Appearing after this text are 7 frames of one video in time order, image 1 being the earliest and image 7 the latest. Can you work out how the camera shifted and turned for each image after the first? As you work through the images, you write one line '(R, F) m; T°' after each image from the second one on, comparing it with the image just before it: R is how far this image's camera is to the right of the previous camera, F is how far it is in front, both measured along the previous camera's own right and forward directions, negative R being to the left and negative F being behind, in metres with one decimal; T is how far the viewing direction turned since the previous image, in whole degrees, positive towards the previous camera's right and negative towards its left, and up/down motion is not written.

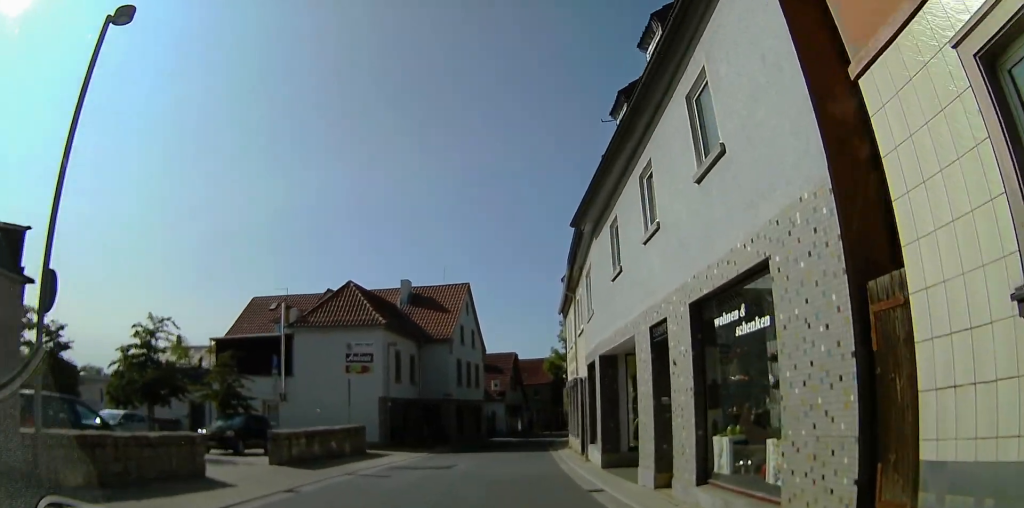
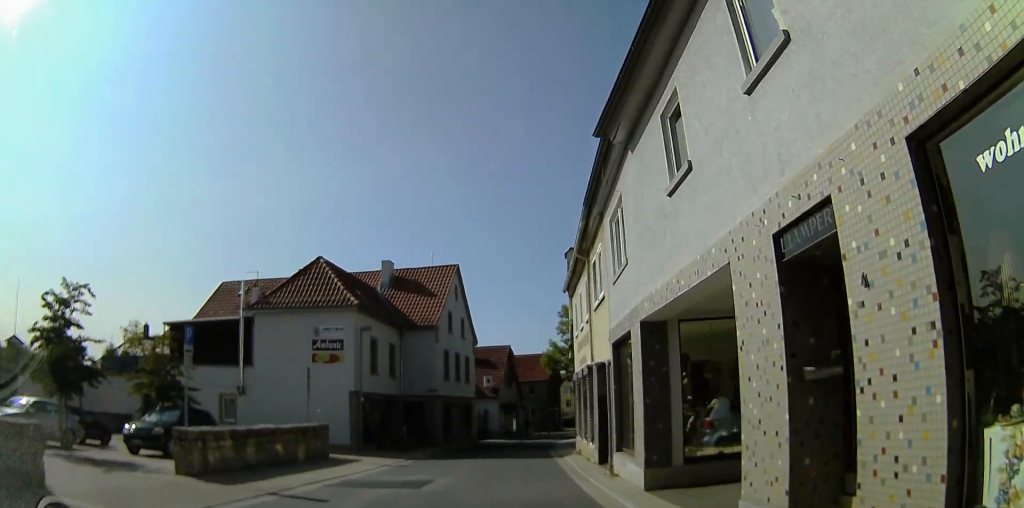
(0.0, +5.4) m; 0°
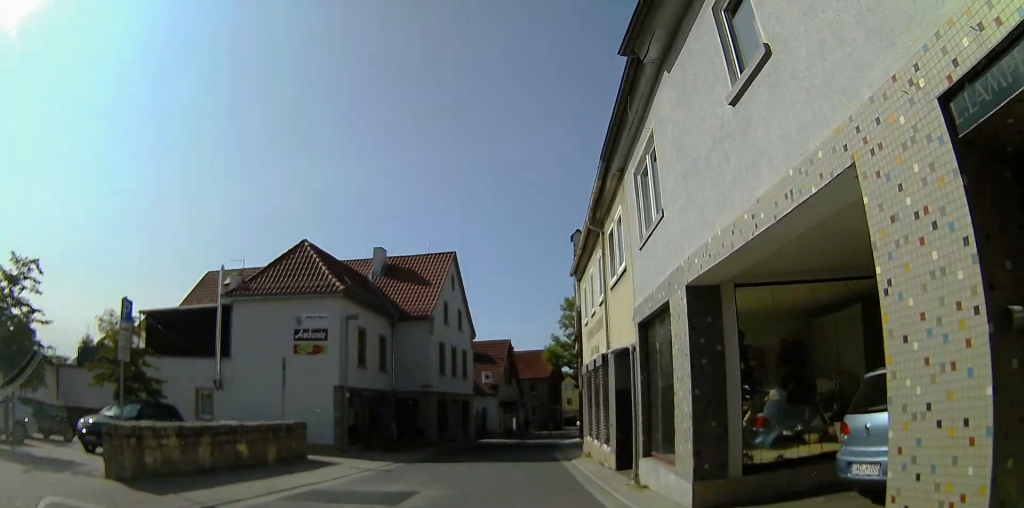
(0.0, +2.8) m; 0°
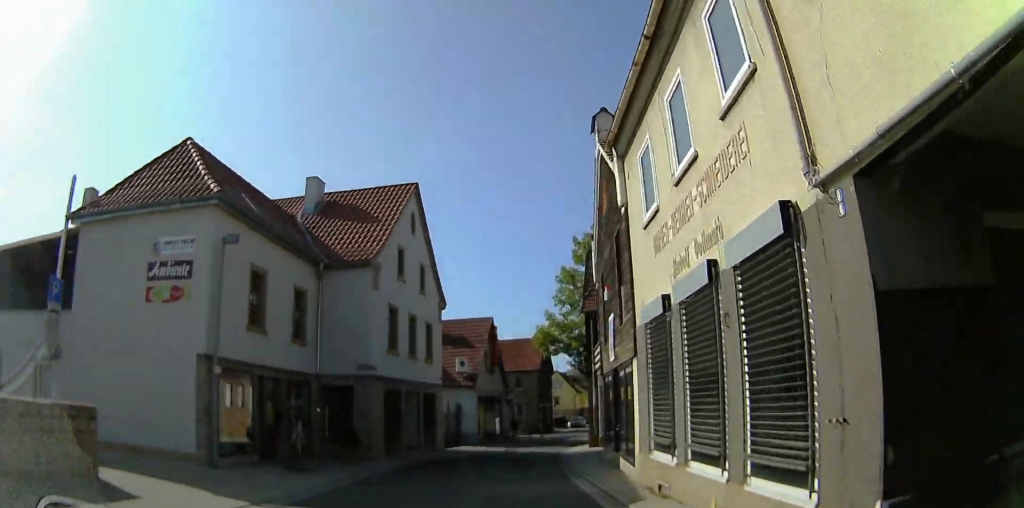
(+0.7, +11.4) m; +7°
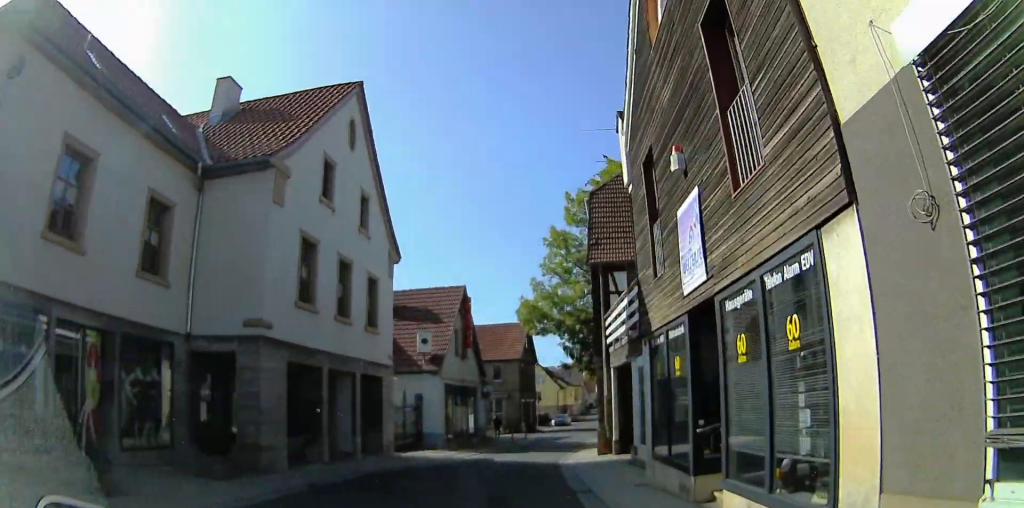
(+0.2, +7.7) m; +2°
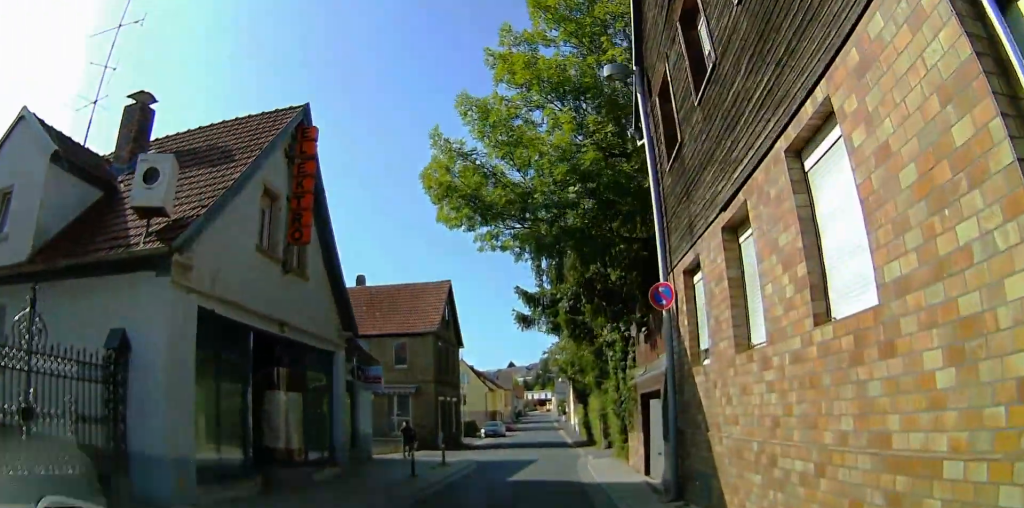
(+1.4, +17.3) m; +2°
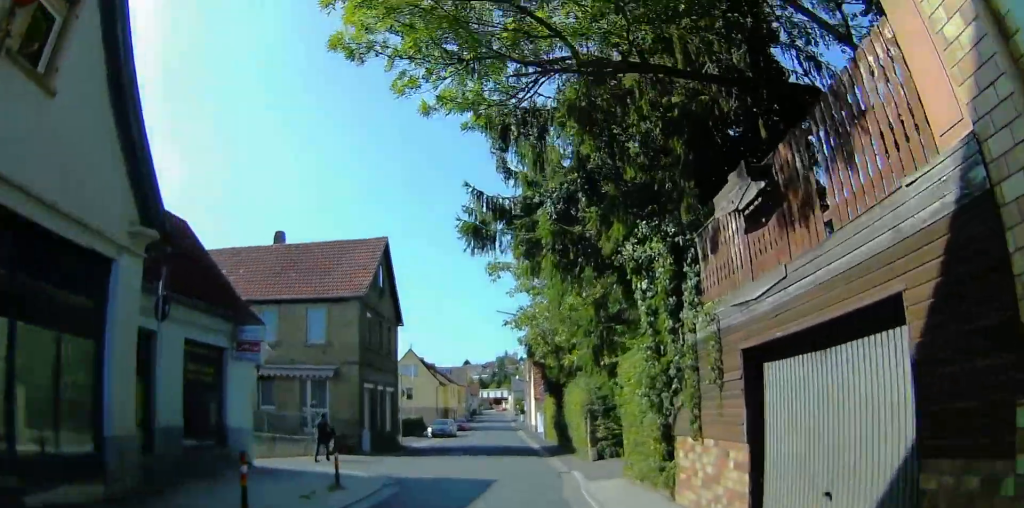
(-0.9, +7.7) m; +2°
